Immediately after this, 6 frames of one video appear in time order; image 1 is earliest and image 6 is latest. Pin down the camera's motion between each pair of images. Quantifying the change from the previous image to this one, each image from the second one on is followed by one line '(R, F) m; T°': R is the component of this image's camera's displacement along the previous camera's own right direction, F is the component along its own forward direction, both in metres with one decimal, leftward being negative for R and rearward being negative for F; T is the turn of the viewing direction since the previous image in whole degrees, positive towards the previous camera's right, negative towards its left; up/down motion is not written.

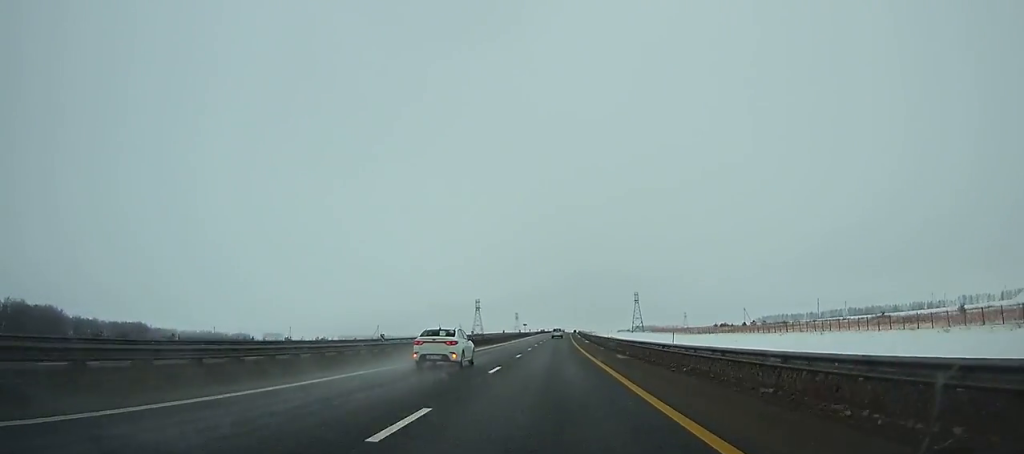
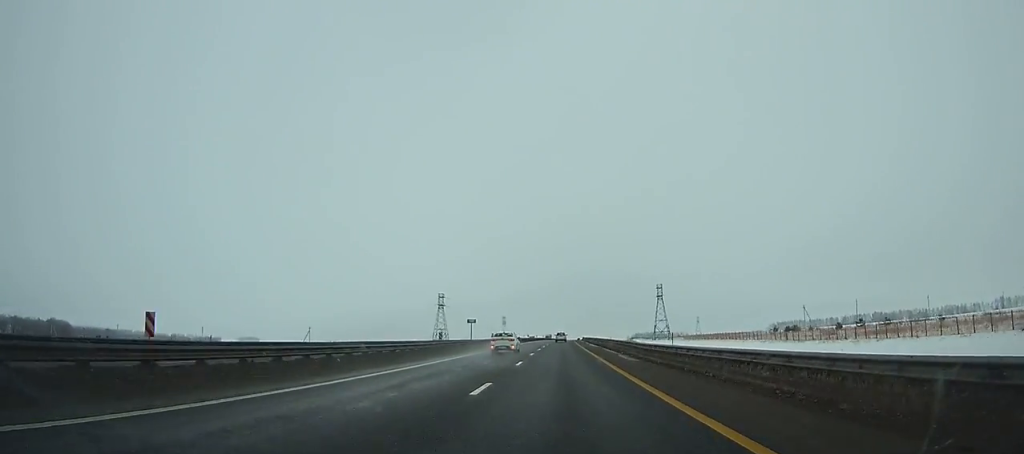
(+0.4, +77.3) m; +1°
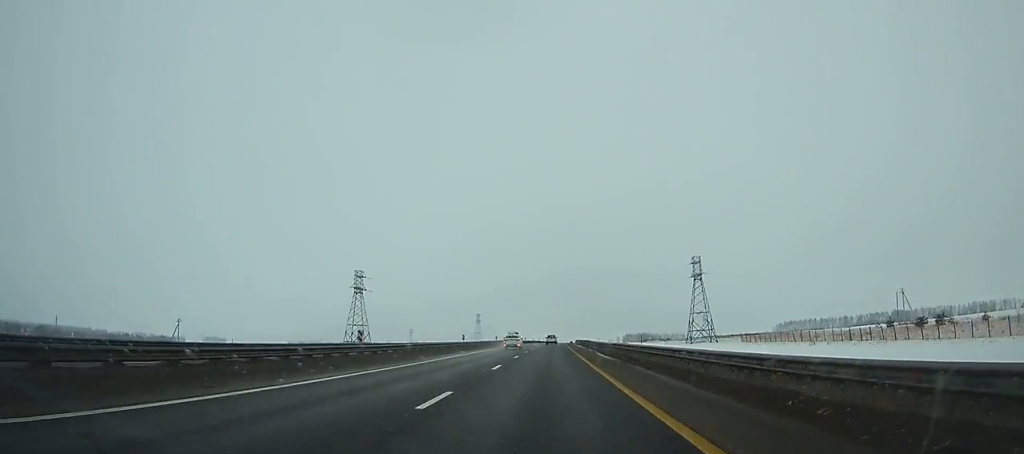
(+0.5, +73.6) m; +1°
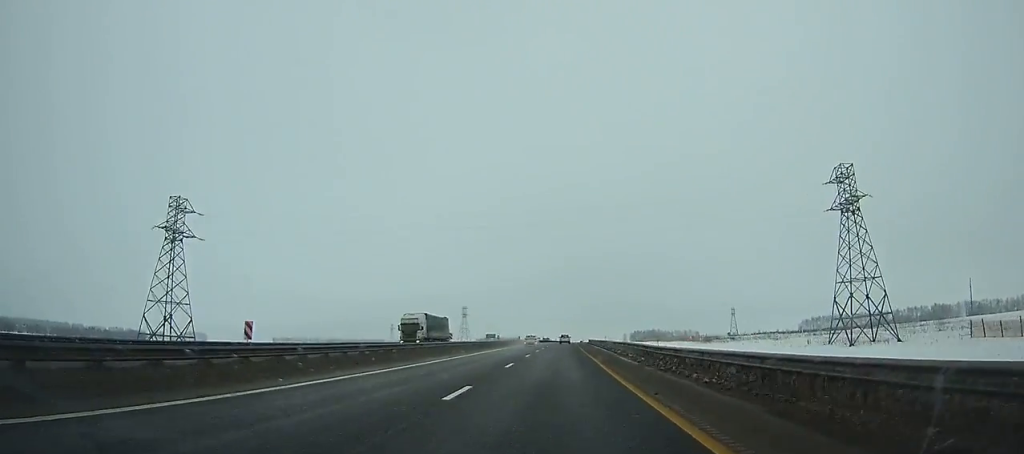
(+0.4, +70.0) m; +1°
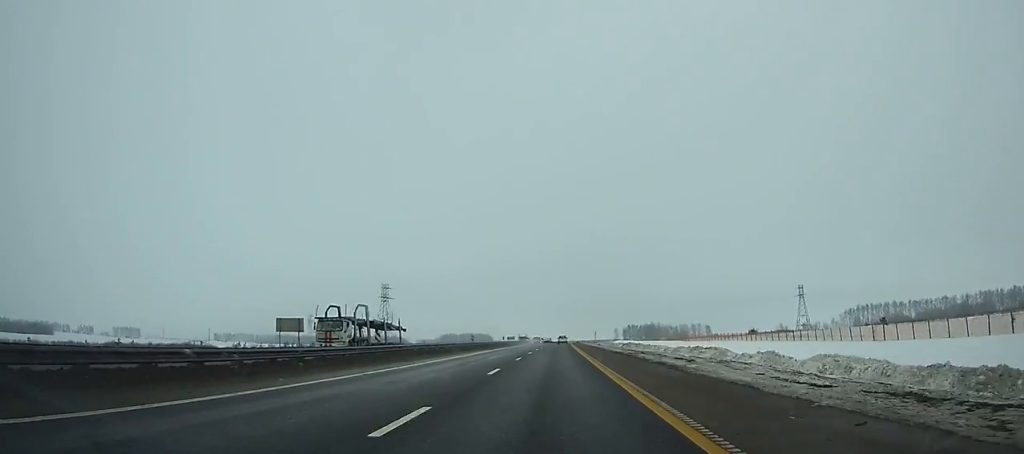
(+2.0, +133.5) m; +2°
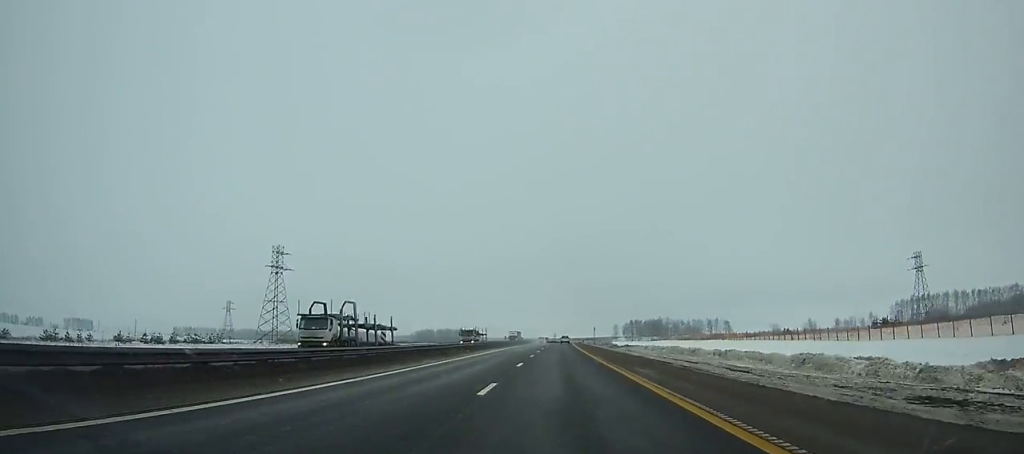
(+0.7, +90.0) m; +1°
